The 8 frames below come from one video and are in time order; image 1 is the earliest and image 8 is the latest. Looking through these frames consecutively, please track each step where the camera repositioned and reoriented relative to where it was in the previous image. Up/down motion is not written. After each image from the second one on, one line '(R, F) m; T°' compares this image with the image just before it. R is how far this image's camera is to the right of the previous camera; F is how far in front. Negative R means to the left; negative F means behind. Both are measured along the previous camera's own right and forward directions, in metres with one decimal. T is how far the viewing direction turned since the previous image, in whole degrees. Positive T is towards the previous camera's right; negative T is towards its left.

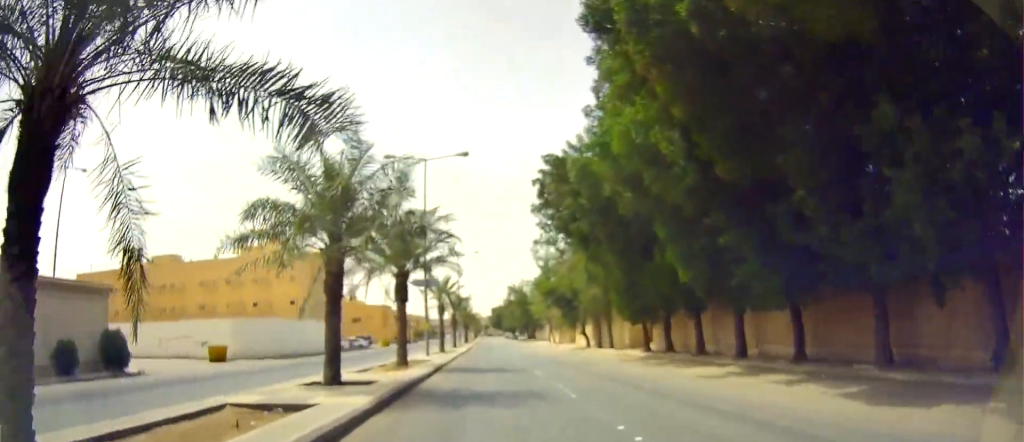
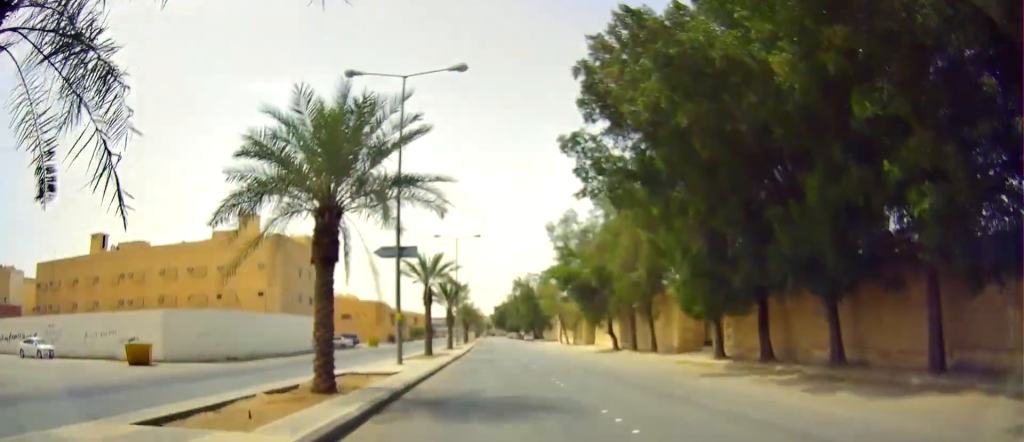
(+0.4, +12.4) m; +3°
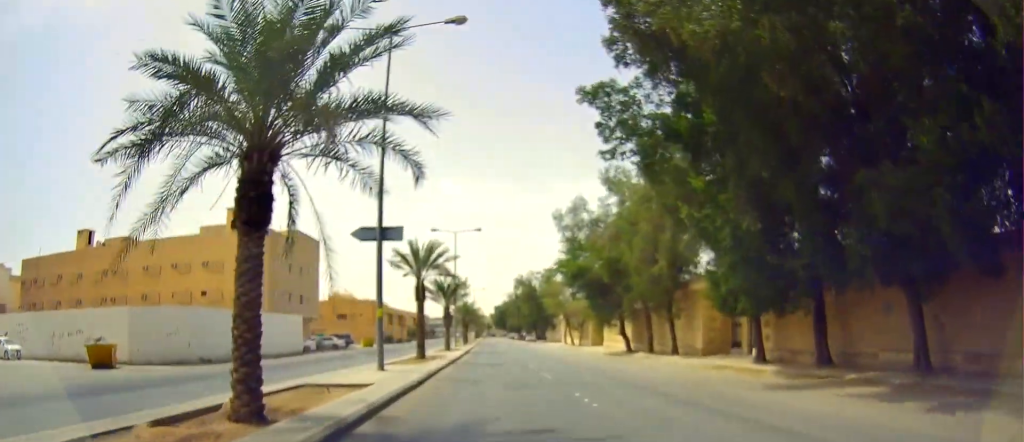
(+0.3, +4.3) m; 0°
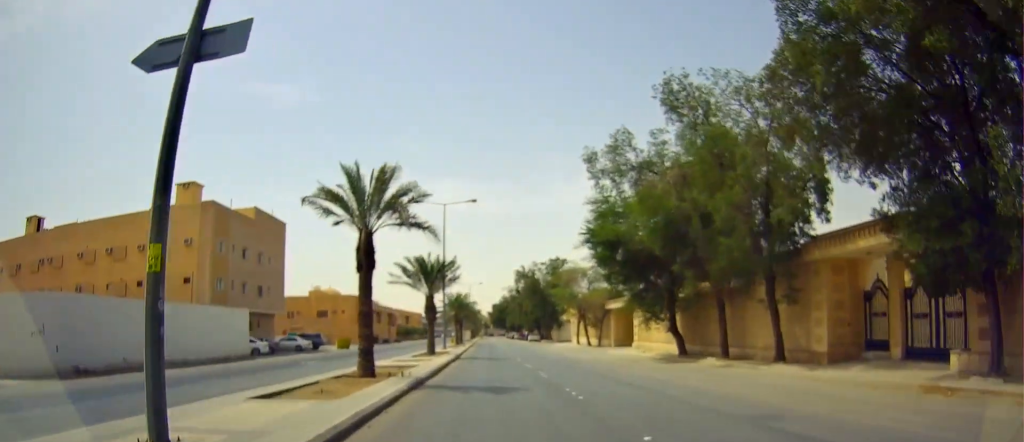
(-0.7, +13.4) m; -1°
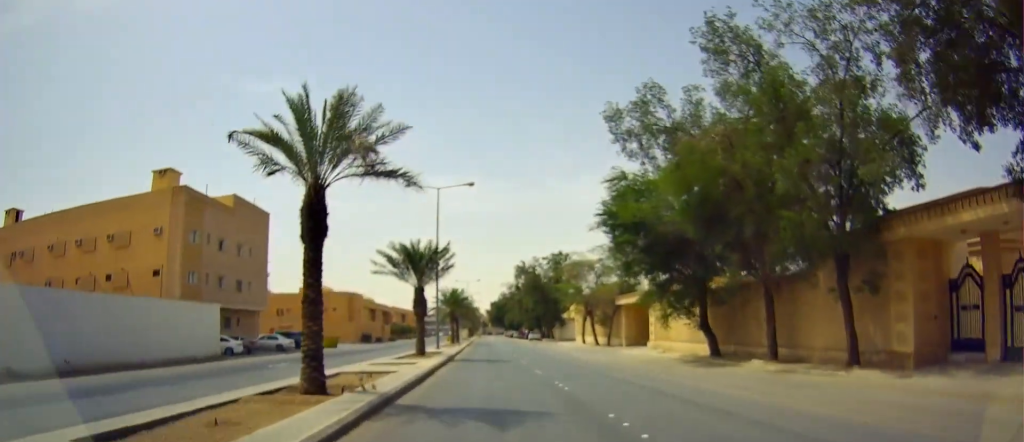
(0.0, +5.1) m; +2°
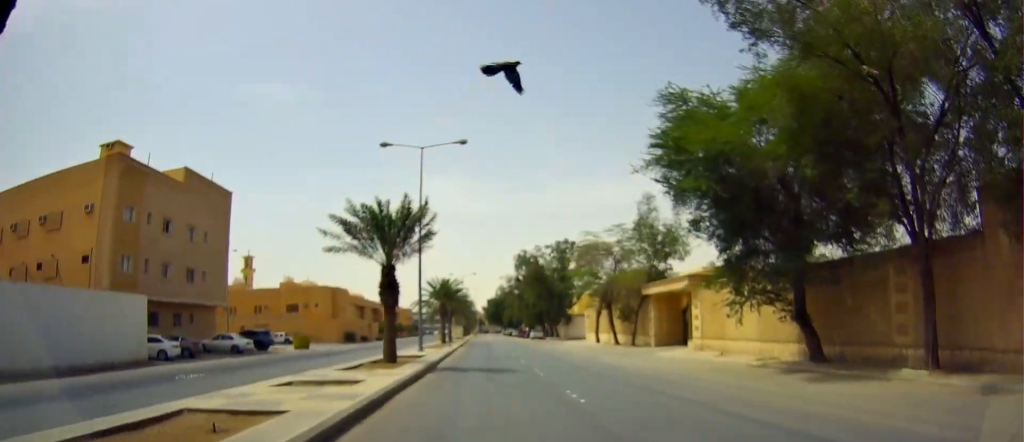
(+0.5, +9.6) m; 0°
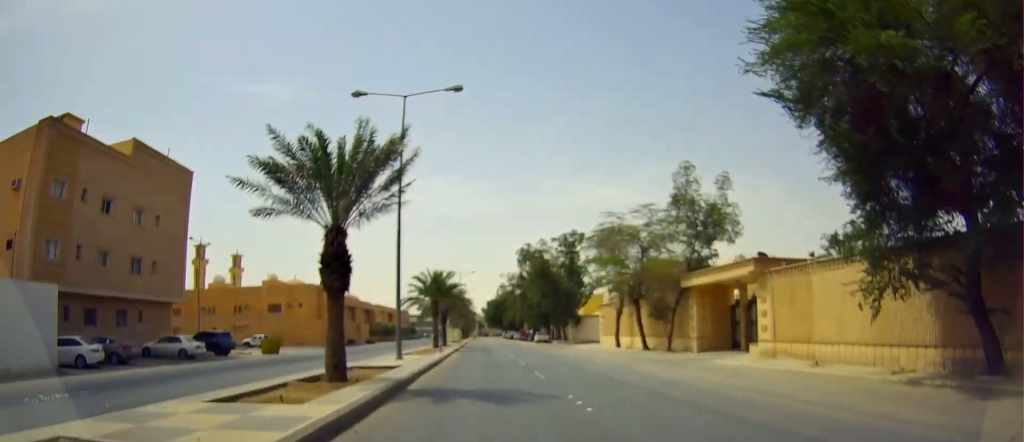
(-0.3, +8.5) m; -2°
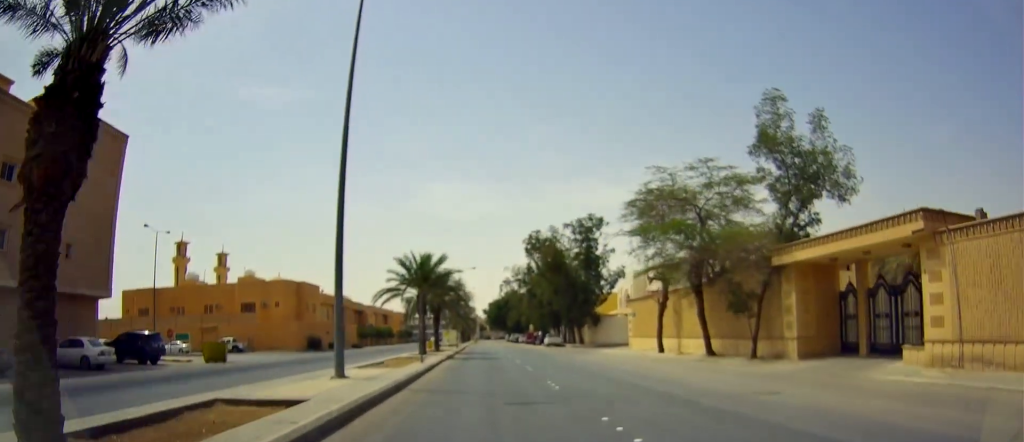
(-0.1, +11.1) m; -3°
